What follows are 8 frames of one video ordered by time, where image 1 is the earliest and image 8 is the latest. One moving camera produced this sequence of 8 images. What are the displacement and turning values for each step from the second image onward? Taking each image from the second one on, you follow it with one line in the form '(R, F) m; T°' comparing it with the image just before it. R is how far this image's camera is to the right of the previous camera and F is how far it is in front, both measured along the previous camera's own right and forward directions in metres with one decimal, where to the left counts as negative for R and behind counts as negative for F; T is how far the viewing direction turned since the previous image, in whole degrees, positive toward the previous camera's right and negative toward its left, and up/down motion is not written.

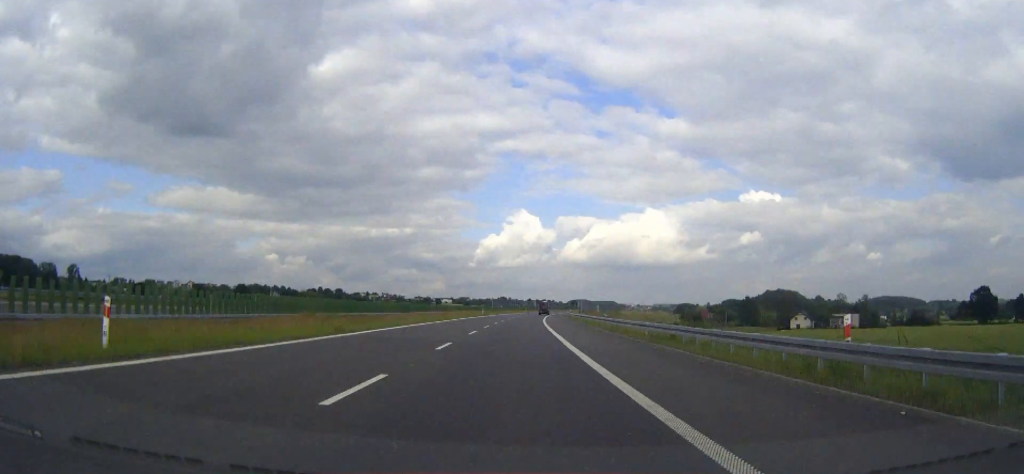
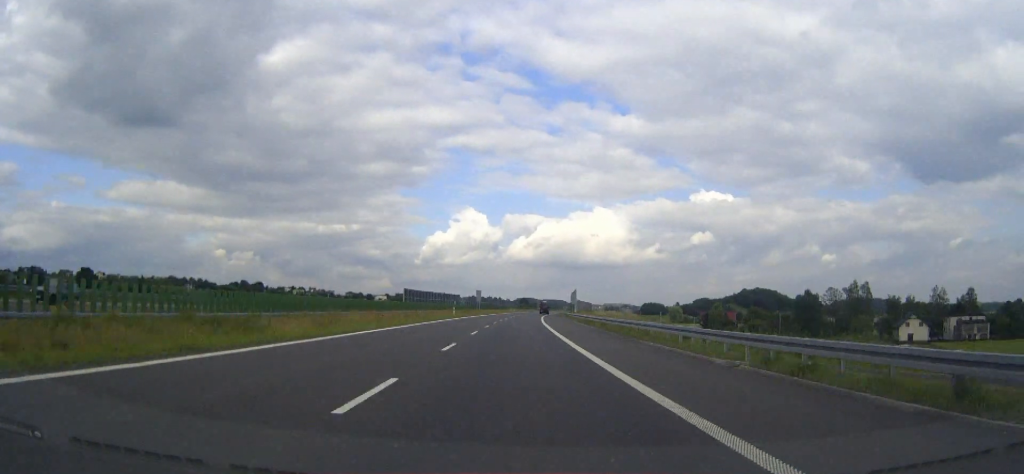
(+3.9, +132.1) m; +4°
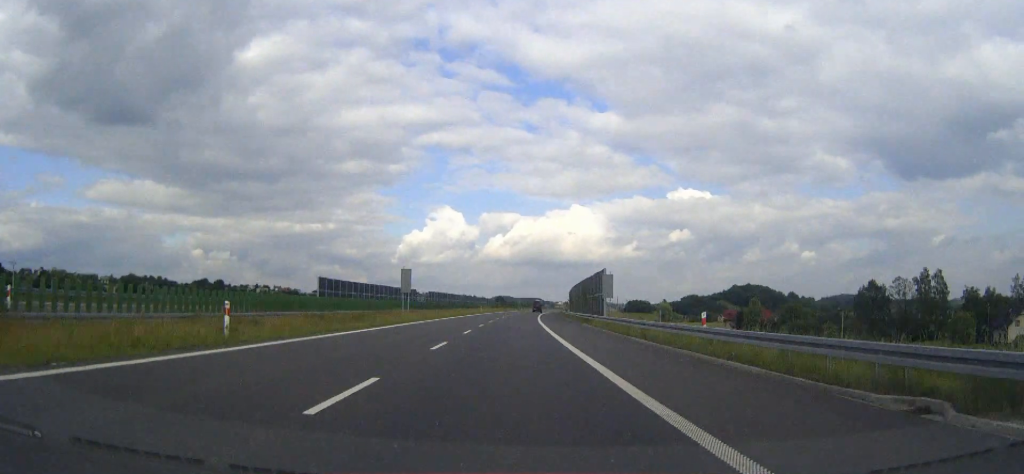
(+1.5, +60.6) m; +2°
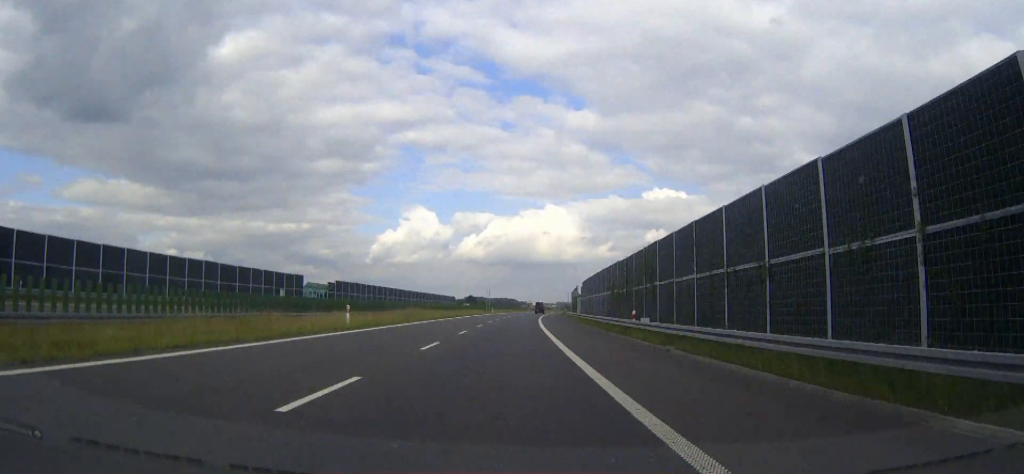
(+1.7, +85.6) m; +2°
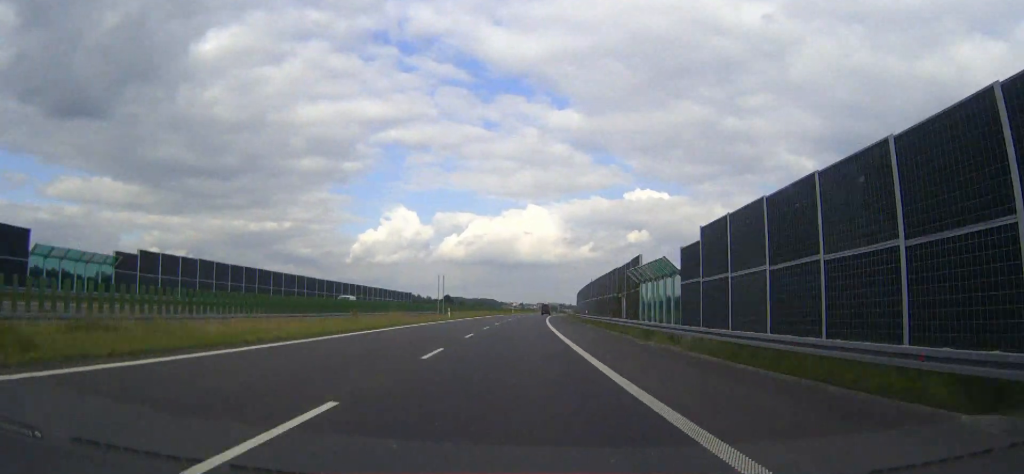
(+0.8, +64.9) m; +2°
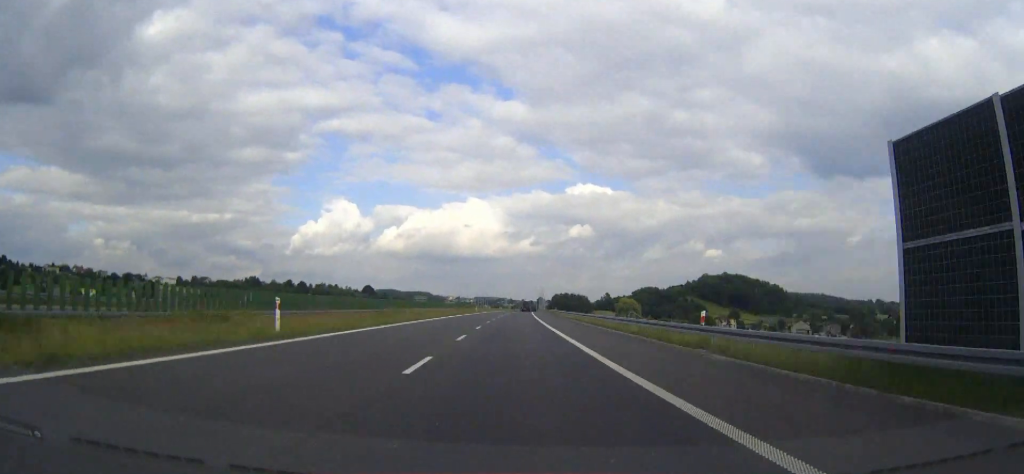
(+5.8, +152.0) m; +4°
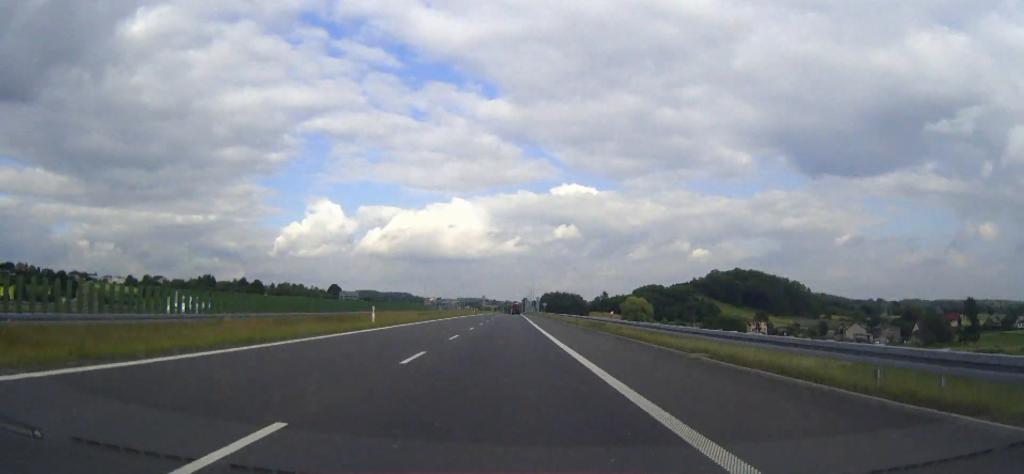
(+1.0, +78.8) m; +1°
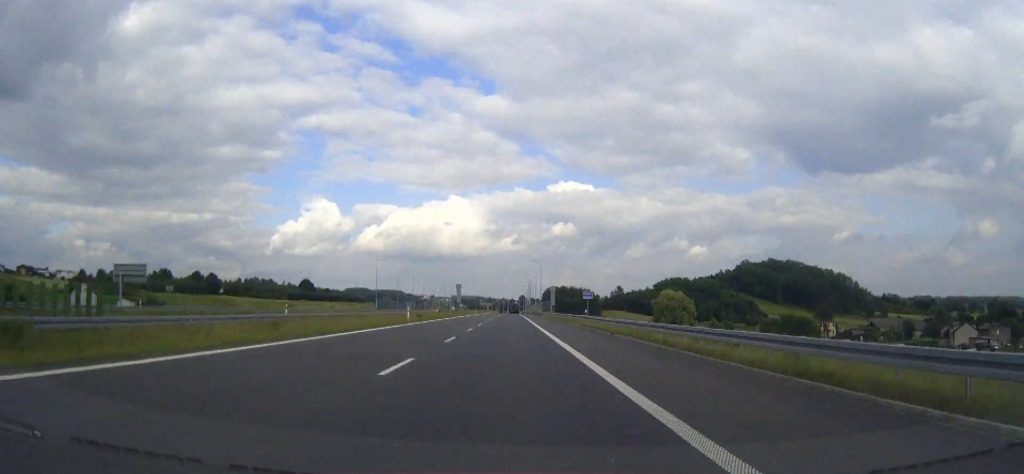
(+0.4, +83.3) m; 0°
